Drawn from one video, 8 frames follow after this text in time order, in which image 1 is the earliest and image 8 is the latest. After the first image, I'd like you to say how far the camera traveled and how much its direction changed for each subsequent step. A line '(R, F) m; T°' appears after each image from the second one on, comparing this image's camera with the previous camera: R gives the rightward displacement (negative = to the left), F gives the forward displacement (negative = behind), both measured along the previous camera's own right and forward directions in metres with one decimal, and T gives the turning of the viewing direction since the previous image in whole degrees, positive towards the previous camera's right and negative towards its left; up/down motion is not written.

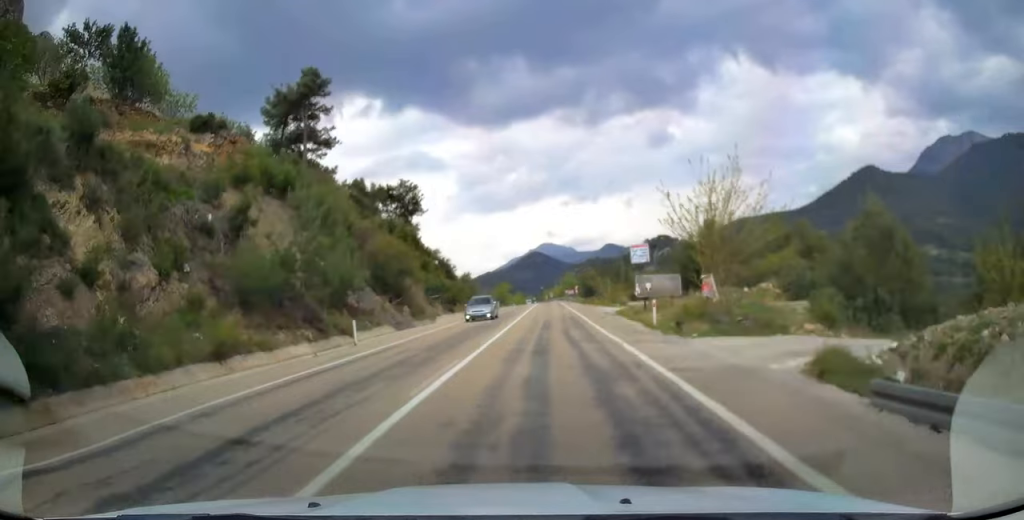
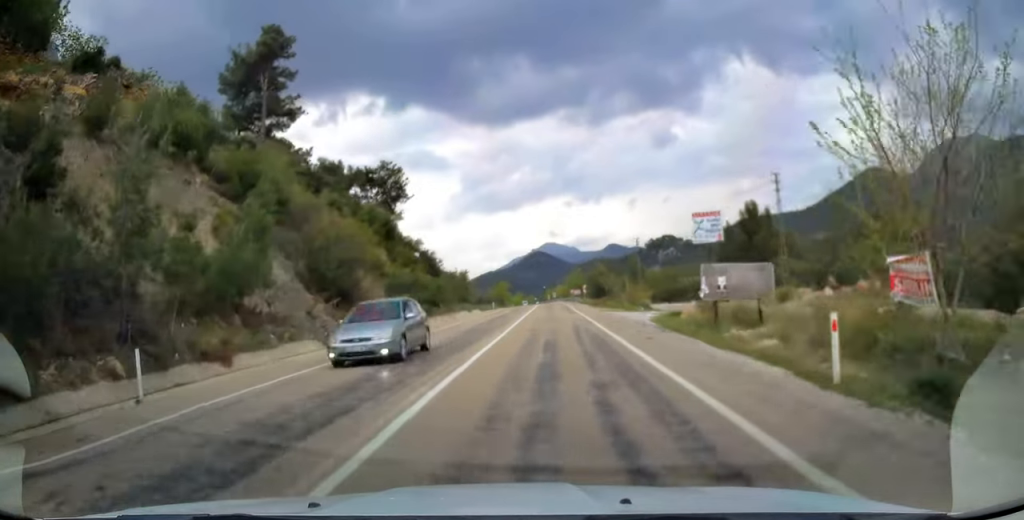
(-0.1, +13.8) m; 0°
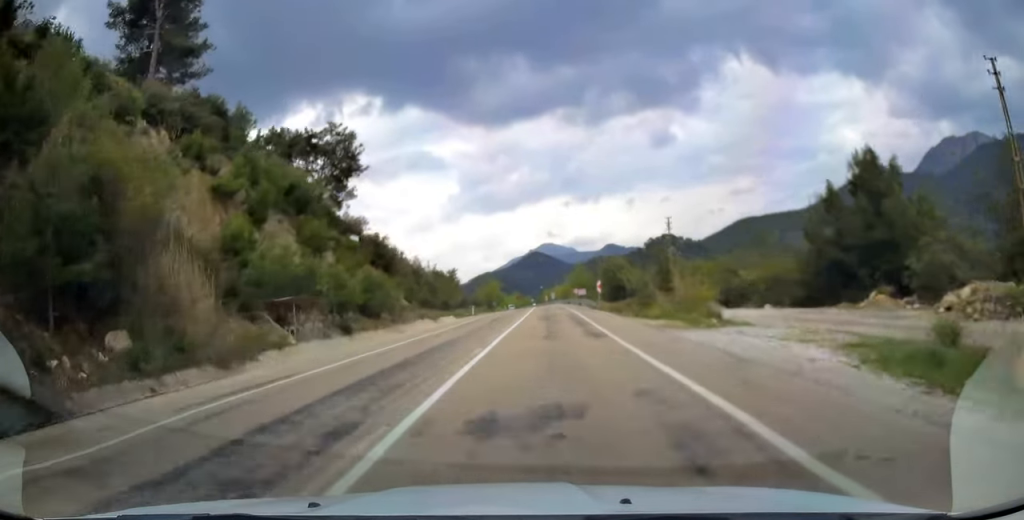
(0.0, +21.6) m; -1°
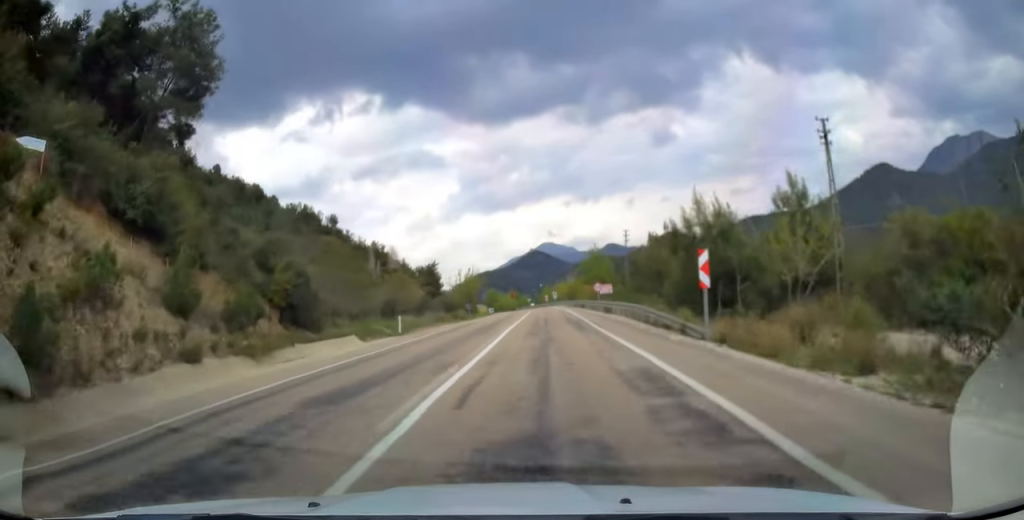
(-0.1, +33.1) m; 0°
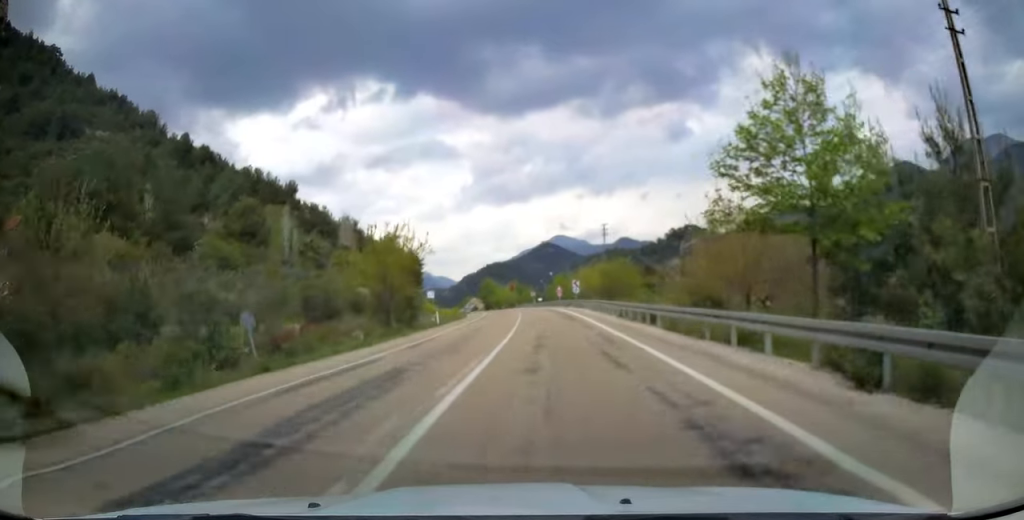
(-0.2, +51.1) m; -1°
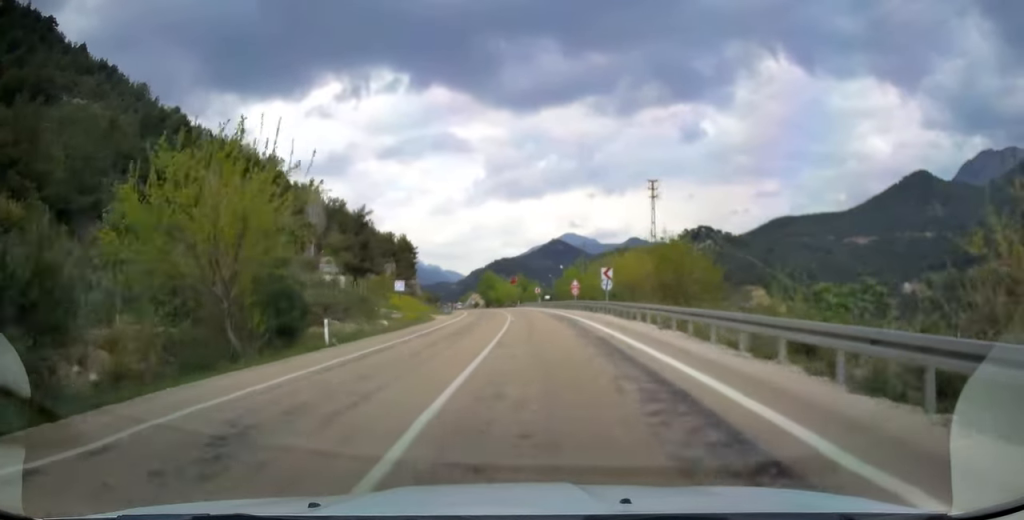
(-0.2, +23.1) m; -1°
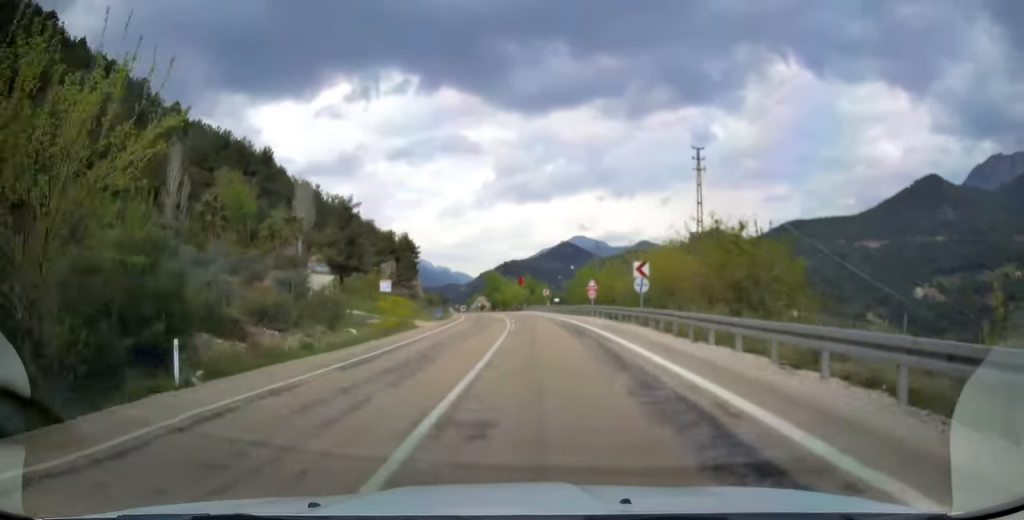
(-0.1, +9.4) m; -1°
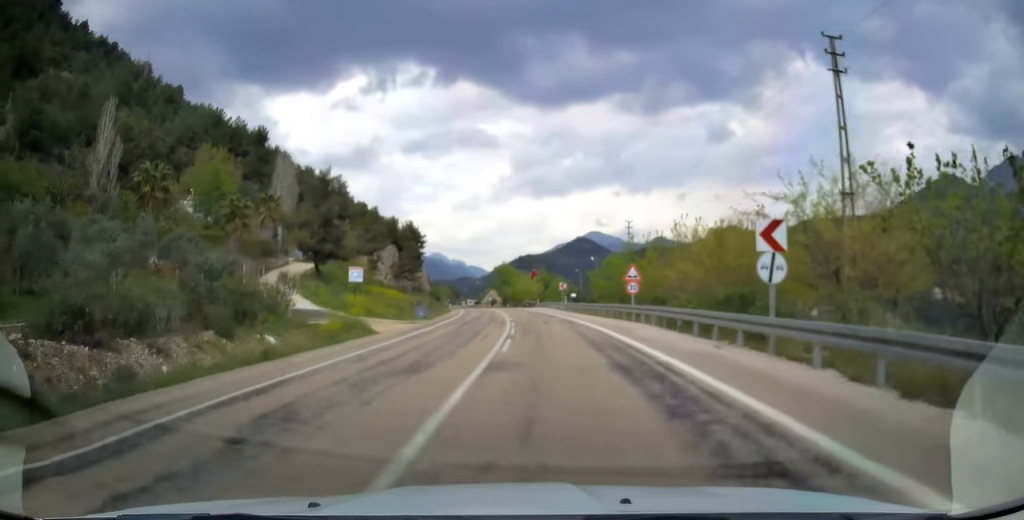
(-0.1, +13.0) m; -1°
